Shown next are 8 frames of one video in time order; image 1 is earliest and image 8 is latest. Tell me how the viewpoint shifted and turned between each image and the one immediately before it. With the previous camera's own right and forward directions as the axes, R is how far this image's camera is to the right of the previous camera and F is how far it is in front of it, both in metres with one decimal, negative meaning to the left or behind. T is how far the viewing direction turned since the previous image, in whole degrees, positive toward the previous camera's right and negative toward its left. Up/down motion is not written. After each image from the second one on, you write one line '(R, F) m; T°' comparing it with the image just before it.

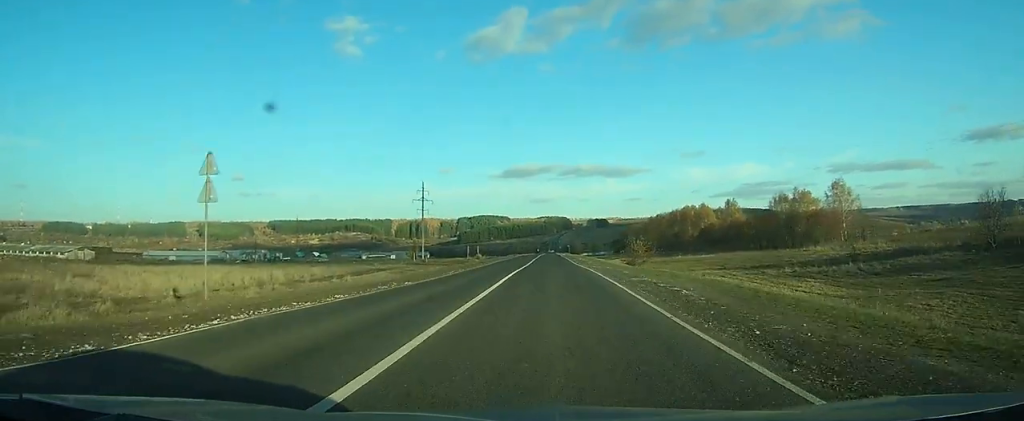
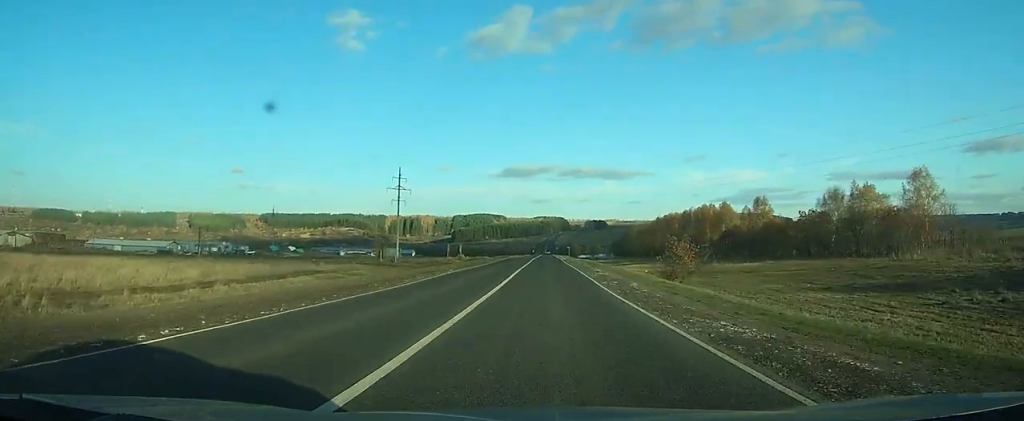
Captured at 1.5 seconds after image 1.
(-0.2, +28.2) m; 0°
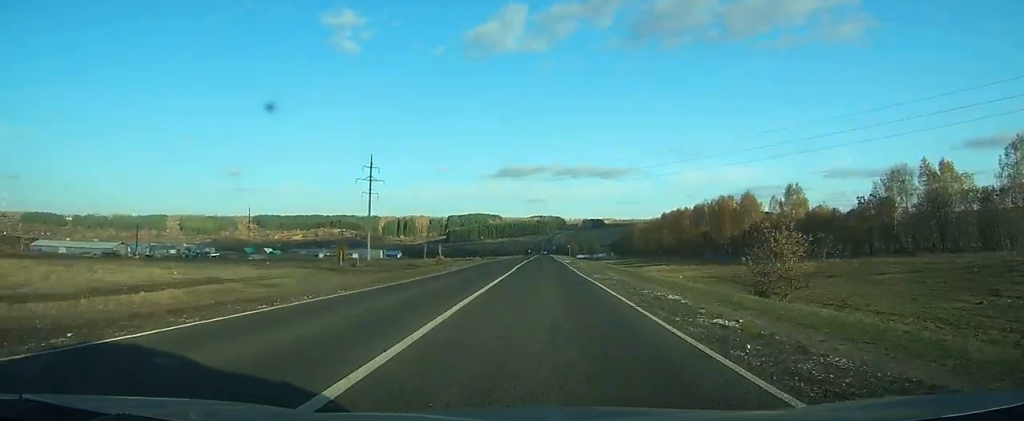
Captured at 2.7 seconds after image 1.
(0.0, +23.4) m; 0°
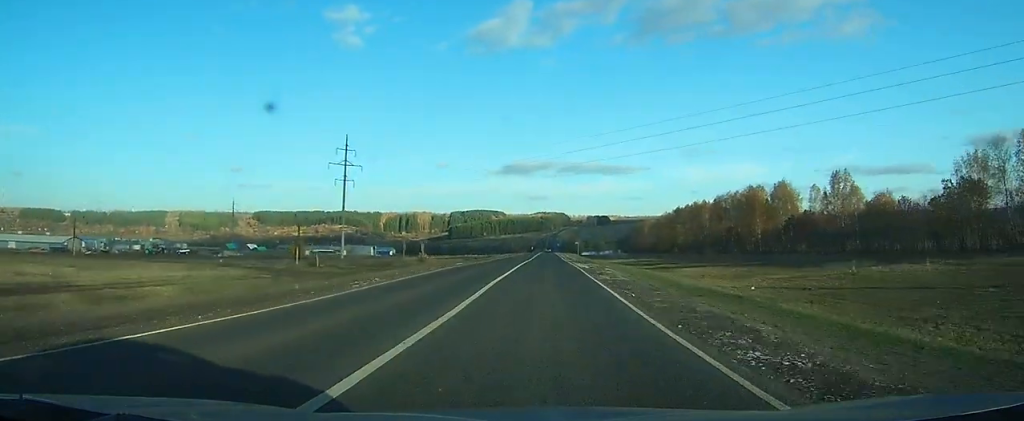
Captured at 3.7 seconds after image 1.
(0.0, +20.7) m; 0°
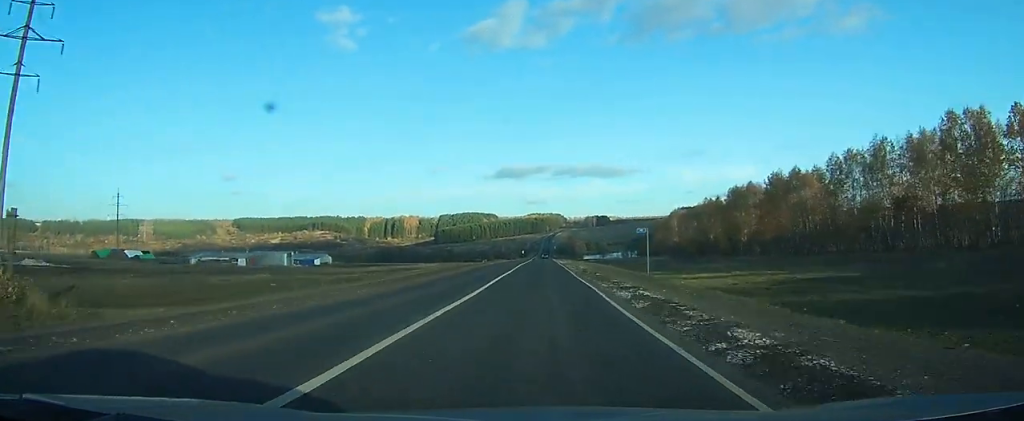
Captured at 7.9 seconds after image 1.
(+0.5, +77.9) m; +1°
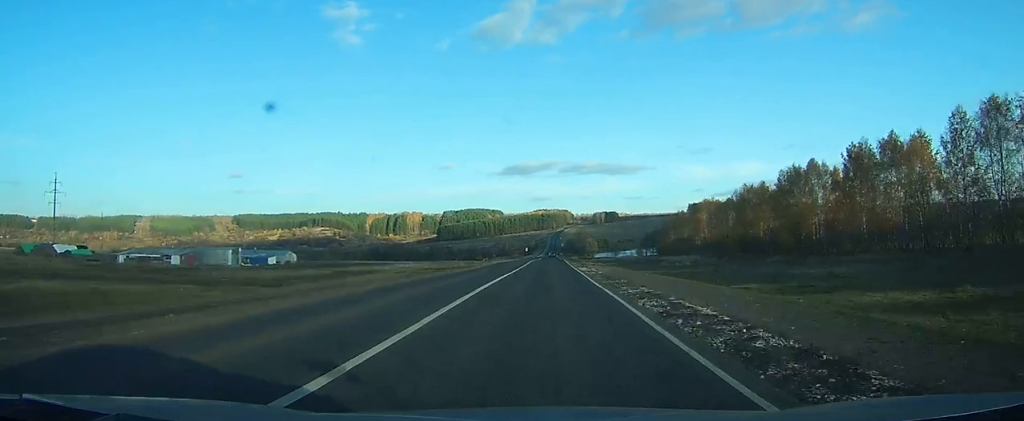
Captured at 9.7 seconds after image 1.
(0.0, +33.4) m; 0°
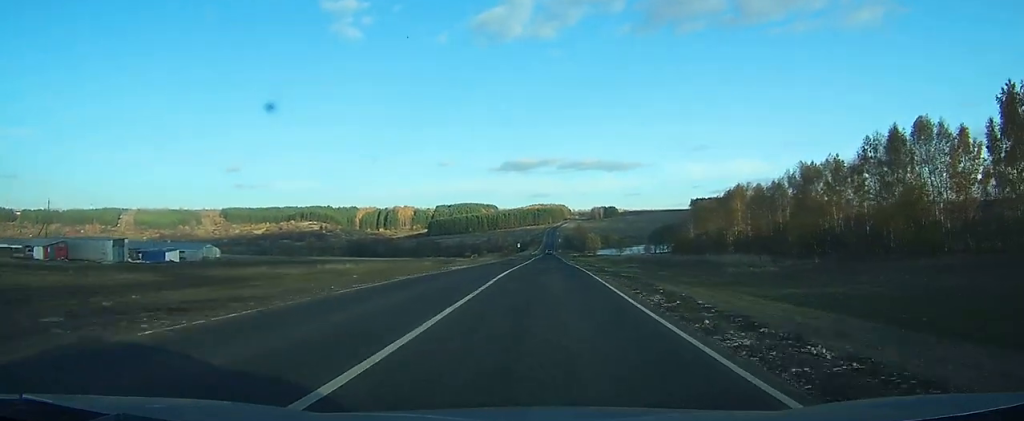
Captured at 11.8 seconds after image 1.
(0.0, +41.8) m; 0°
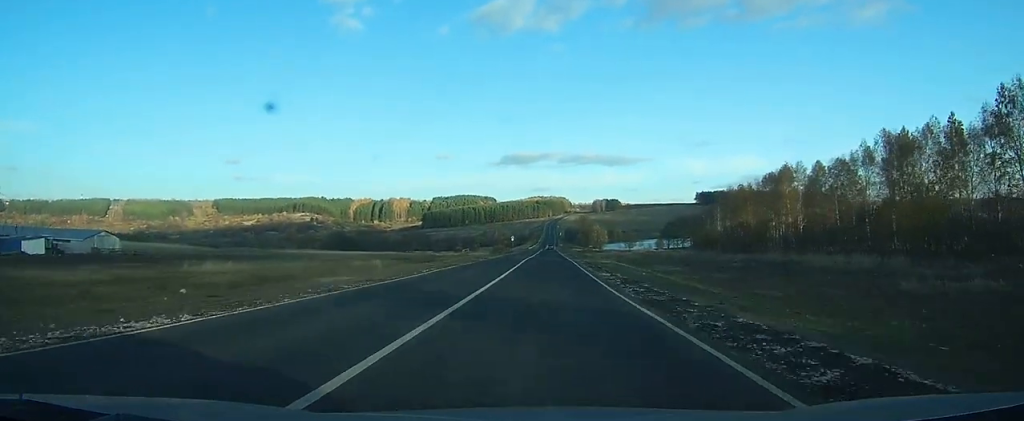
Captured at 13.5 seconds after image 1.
(-0.1, +35.3) m; 0°
